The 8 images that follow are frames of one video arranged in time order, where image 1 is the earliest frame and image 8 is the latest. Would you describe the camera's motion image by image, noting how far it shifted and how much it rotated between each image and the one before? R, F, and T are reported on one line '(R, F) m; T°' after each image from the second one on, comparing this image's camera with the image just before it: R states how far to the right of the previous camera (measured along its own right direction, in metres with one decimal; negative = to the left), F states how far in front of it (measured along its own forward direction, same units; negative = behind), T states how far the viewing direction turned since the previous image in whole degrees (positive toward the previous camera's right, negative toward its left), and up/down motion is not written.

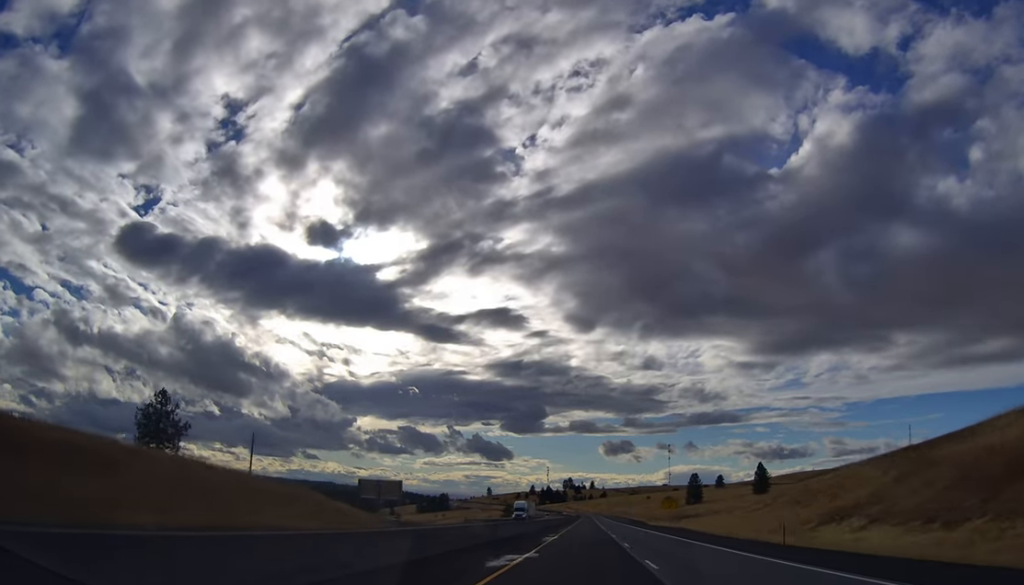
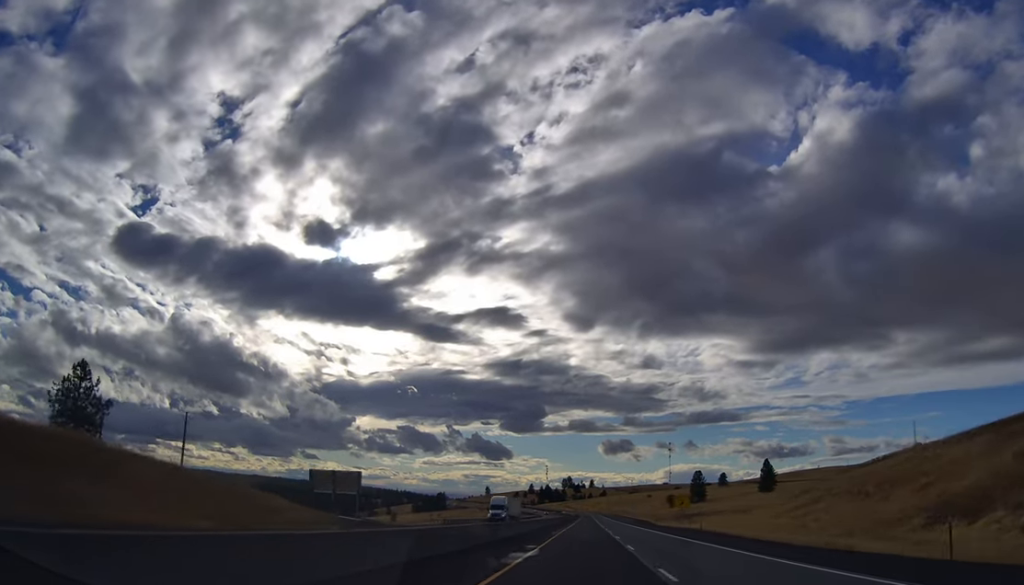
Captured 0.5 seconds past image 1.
(-0.3, +15.7) m; 0°
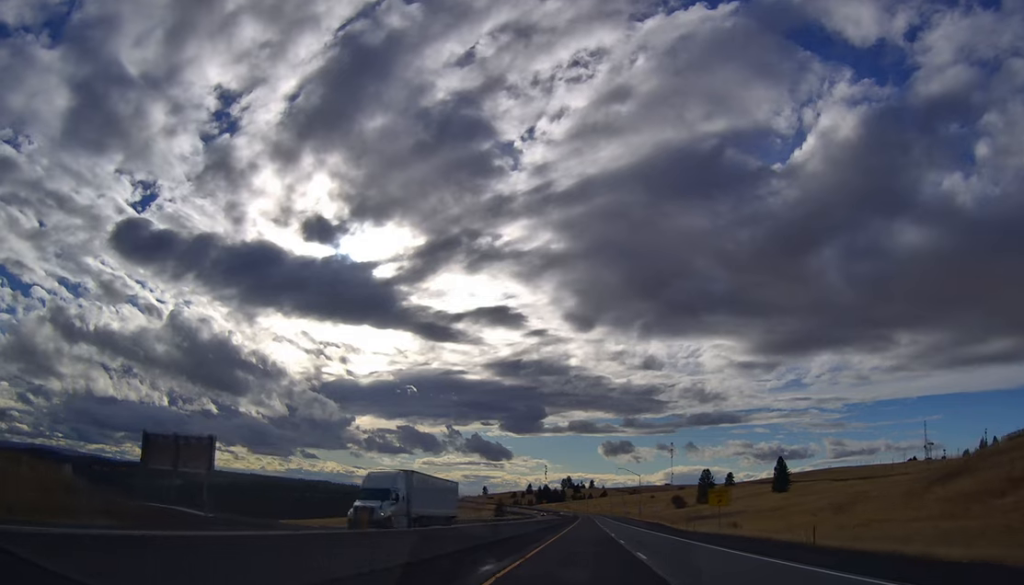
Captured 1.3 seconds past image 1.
(+0.3, +29.3) m; 0°
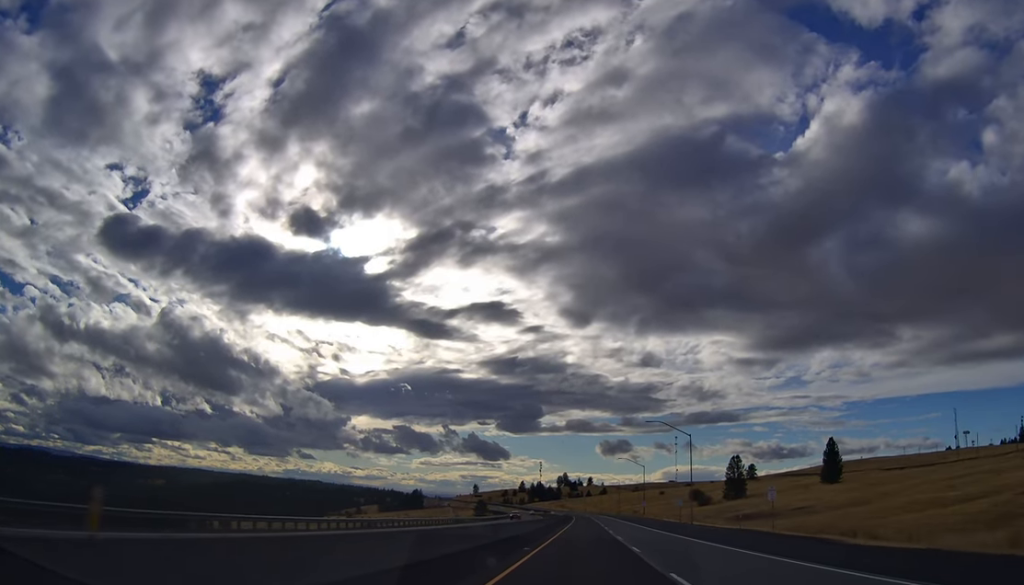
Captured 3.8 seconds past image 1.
(+1.4, +82.8) m; +2°
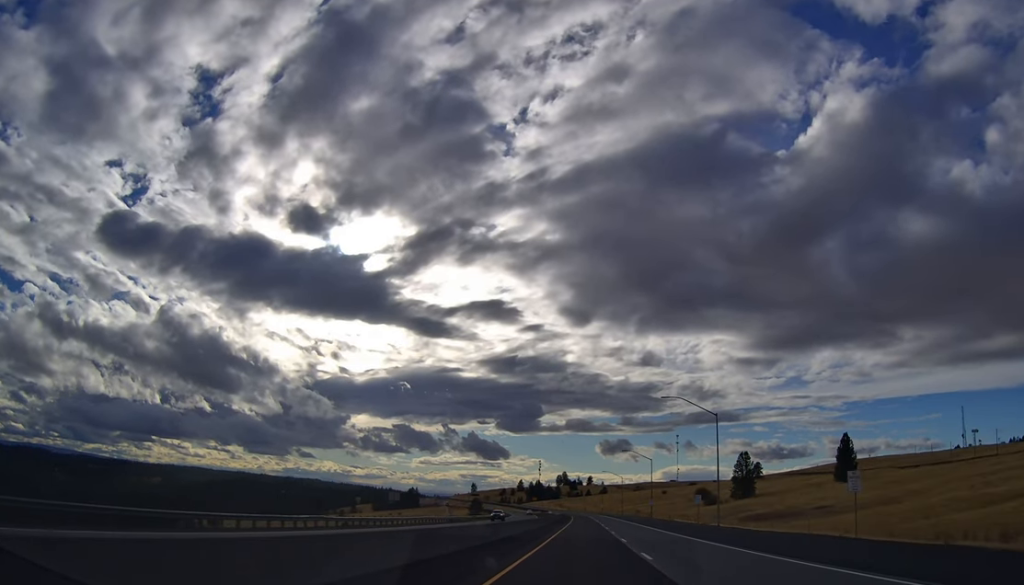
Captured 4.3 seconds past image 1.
(-0.3, +17.0) m; -1°
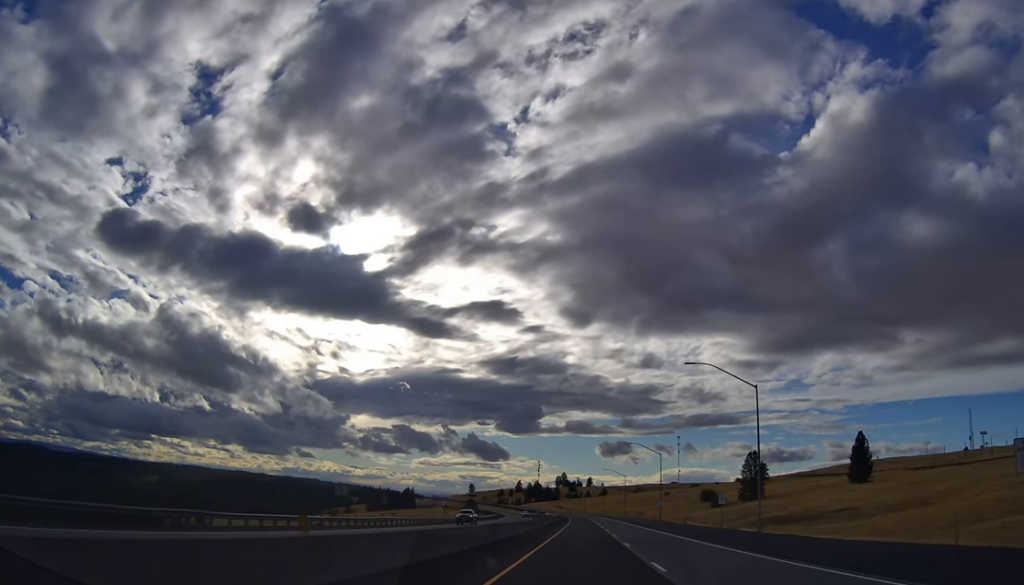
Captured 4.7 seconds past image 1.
(0.0, +15.9) m; -1°
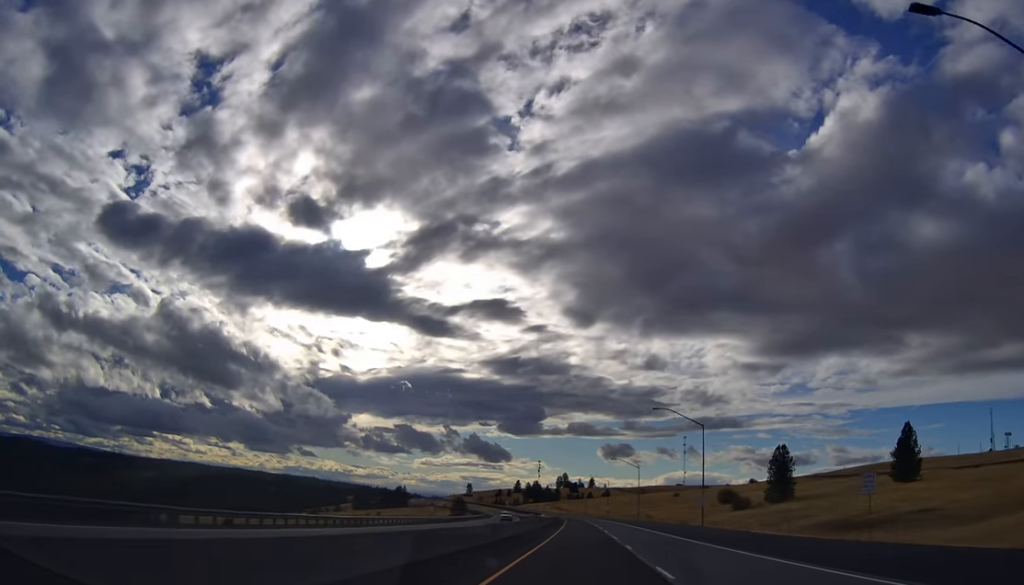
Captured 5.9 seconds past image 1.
(-0.3, +38.7) m; 0°
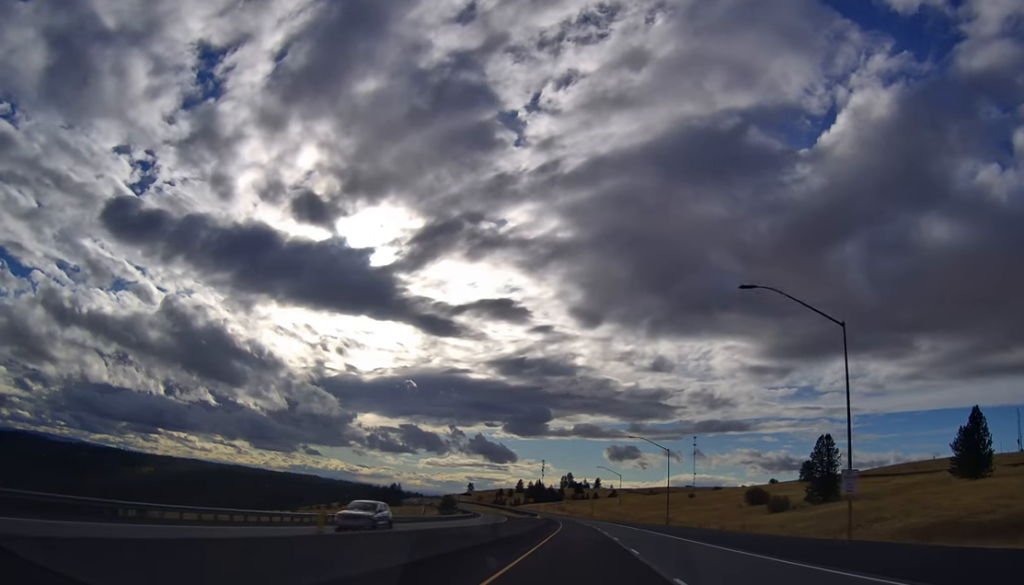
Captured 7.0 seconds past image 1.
(+0.4, +39.8) m; 0°
